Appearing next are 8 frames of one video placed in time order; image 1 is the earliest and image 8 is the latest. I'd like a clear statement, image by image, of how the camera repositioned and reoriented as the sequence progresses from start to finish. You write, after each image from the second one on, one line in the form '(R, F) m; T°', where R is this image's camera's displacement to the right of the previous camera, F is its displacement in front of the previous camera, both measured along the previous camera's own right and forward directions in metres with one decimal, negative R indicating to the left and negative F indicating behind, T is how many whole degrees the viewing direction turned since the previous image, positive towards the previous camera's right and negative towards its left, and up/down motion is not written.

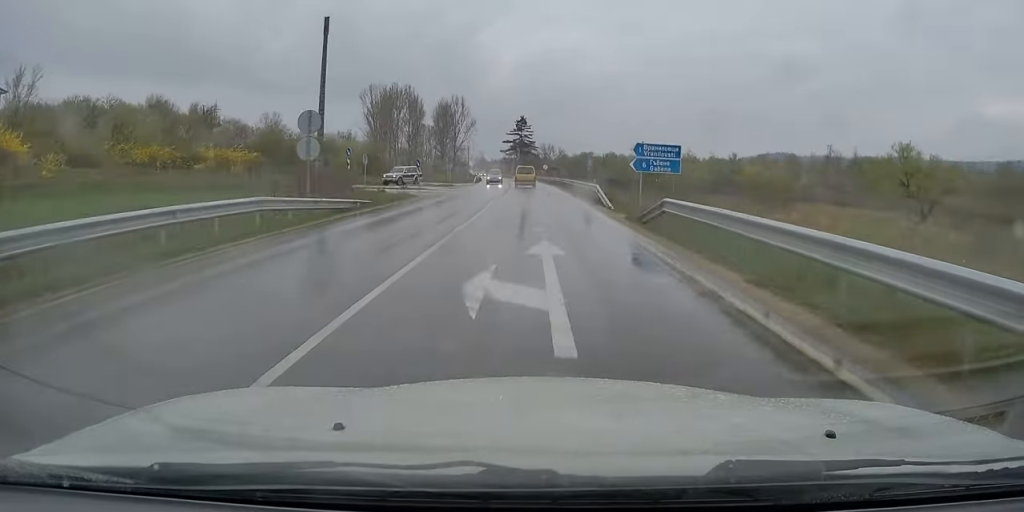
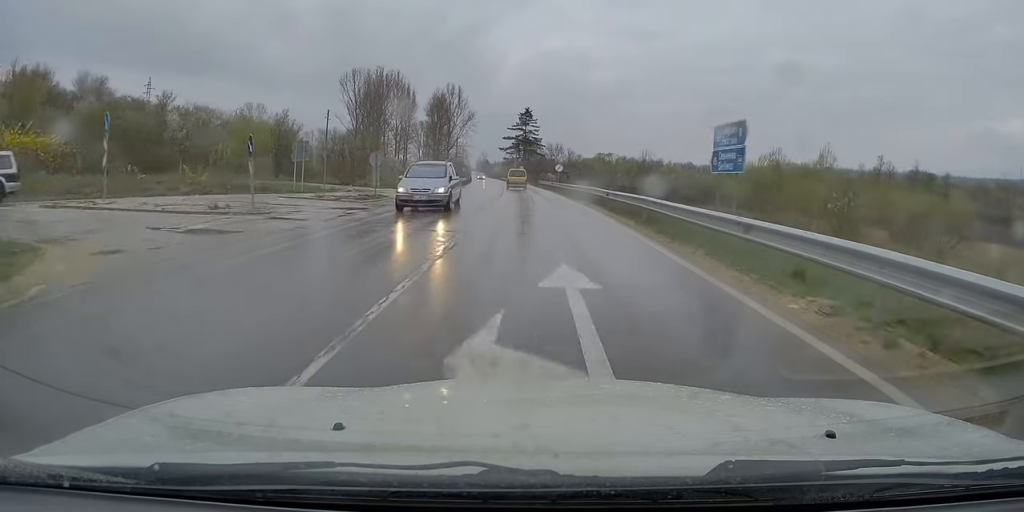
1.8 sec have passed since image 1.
(-0.3, +30.1) m; -1°
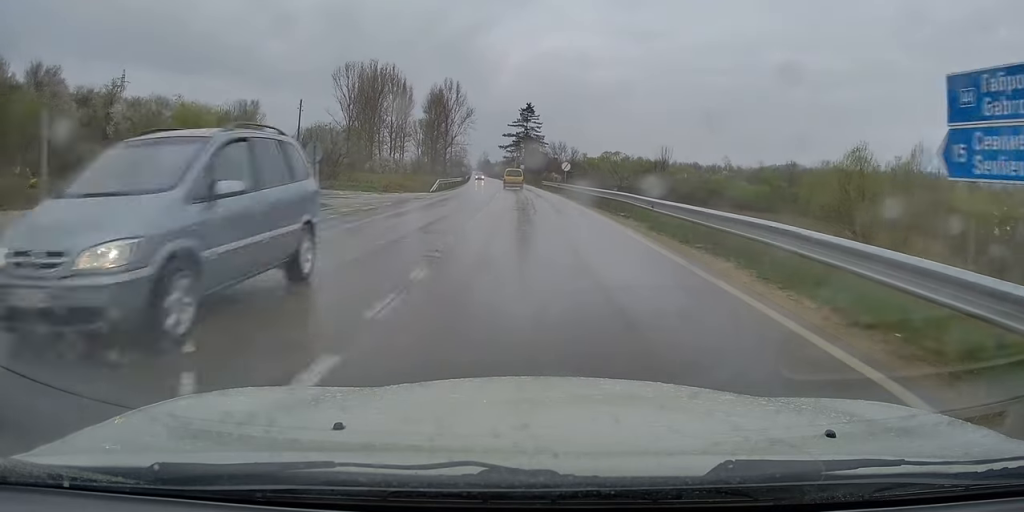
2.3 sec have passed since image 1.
(-0.2, +9.1) m; 0°
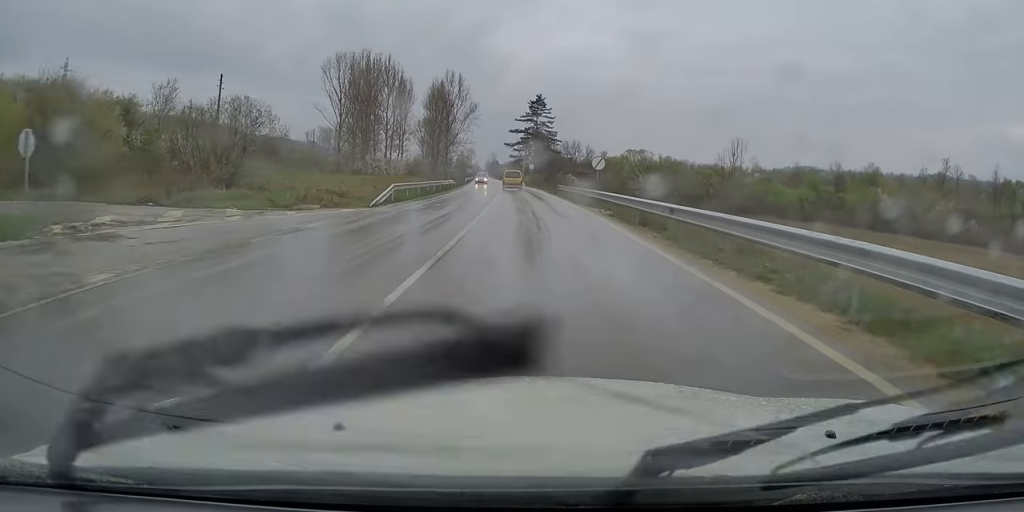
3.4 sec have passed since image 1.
(+0.2, +18.5) m; 0°
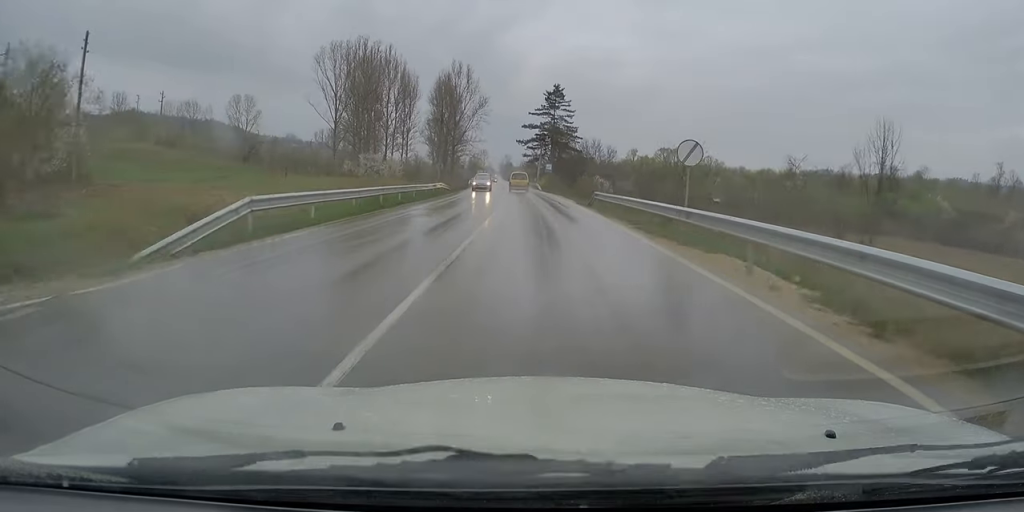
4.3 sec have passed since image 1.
(-0.3, +16.4) m; -1°
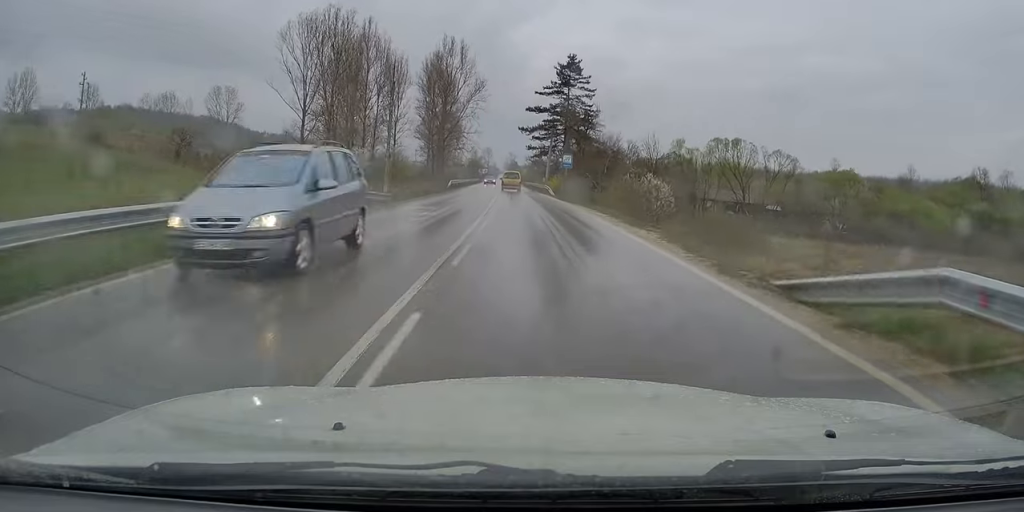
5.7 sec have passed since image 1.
(-0.2, +25.1) m; 0°
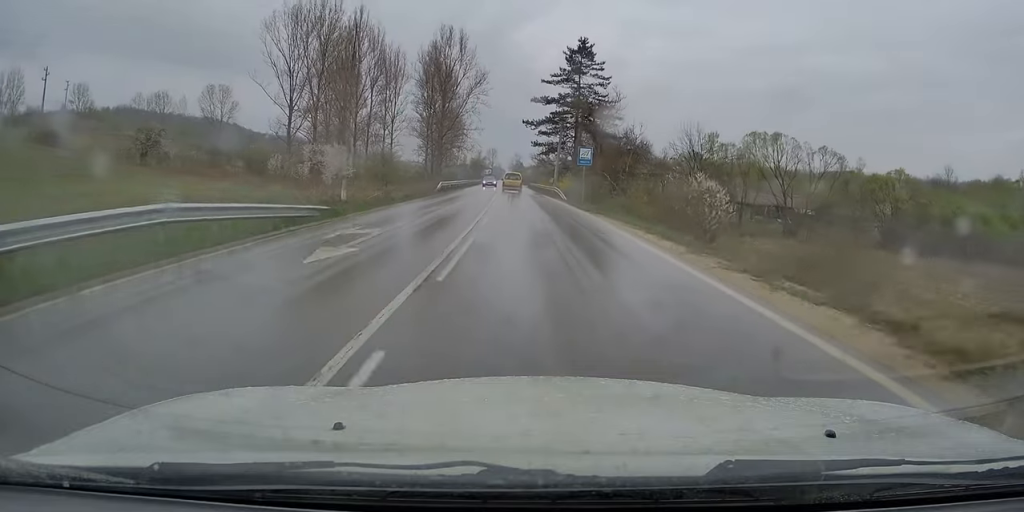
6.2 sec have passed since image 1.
(+0.1, +10.3) m; -1°
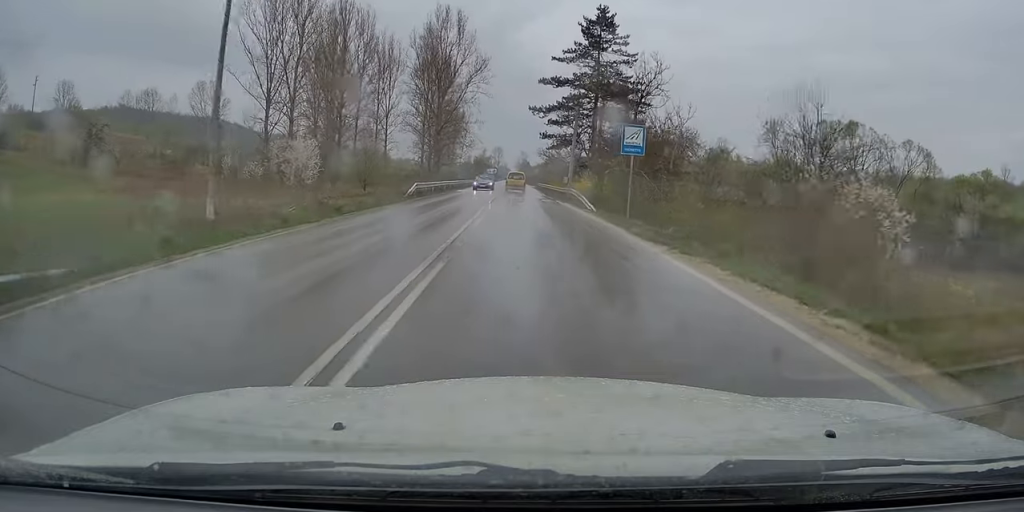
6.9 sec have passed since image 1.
(-0.2, +13.7) m; -1°
